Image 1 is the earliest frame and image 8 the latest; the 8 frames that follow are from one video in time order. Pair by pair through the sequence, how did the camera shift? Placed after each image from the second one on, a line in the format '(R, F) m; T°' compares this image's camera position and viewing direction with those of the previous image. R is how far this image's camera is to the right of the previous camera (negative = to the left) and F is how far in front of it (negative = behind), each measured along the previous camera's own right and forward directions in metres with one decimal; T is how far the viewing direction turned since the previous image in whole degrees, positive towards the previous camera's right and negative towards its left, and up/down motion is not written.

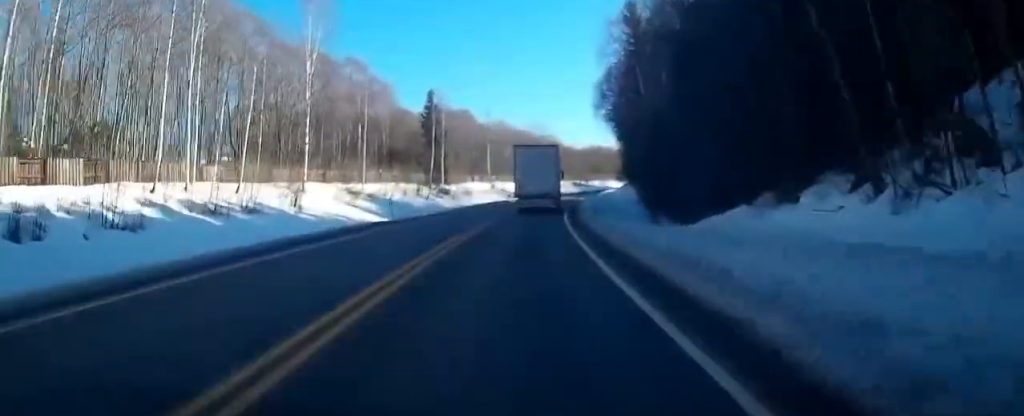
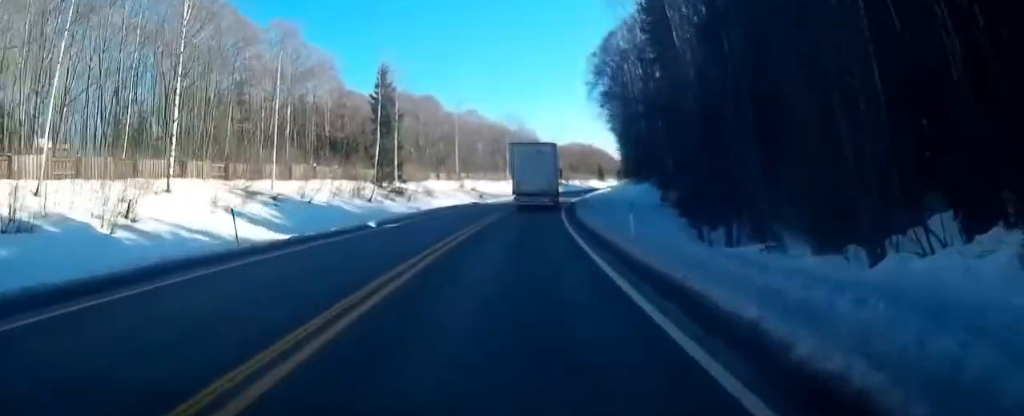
(-0.2, +15.9) m; -1°
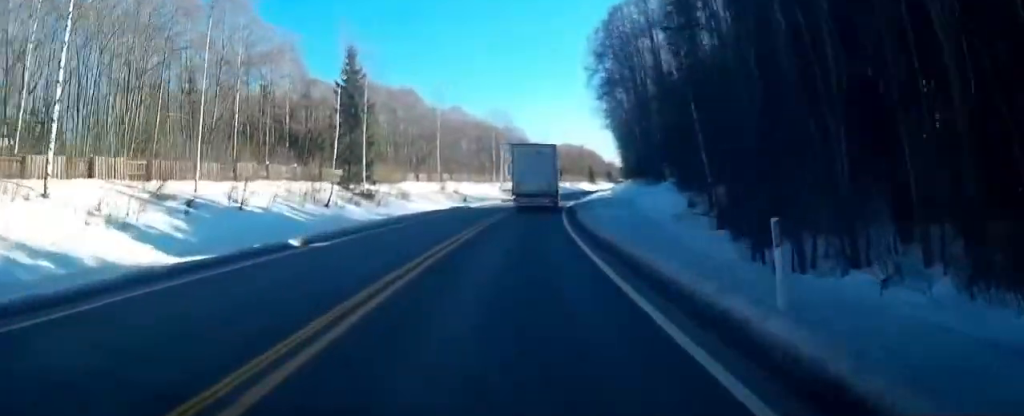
(0.0, +8.3) m; 0°
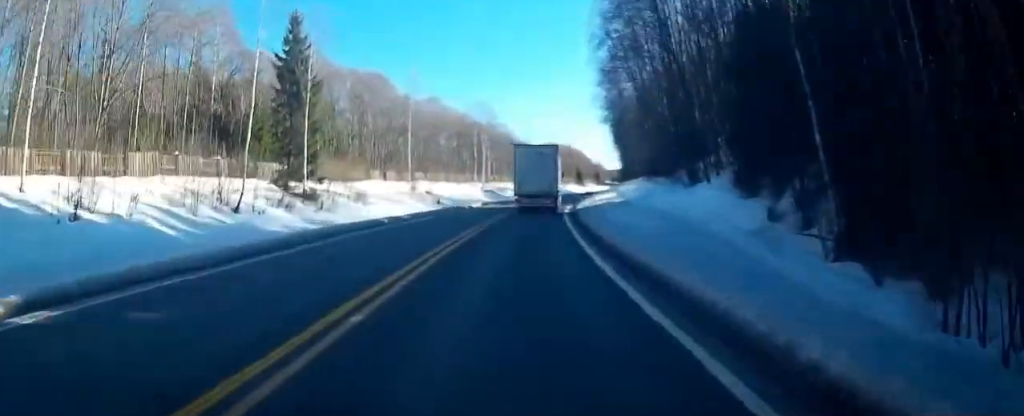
(0.0, +11.4) m; +1°
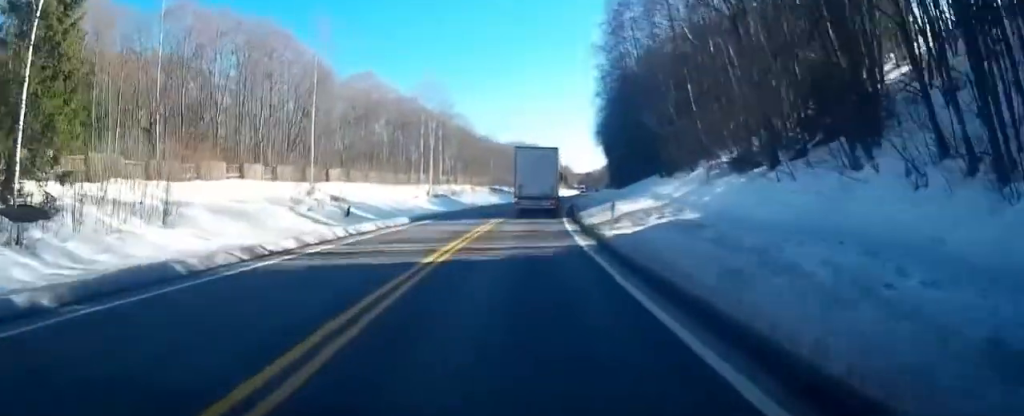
(+0.7, +22.8) m; +4°
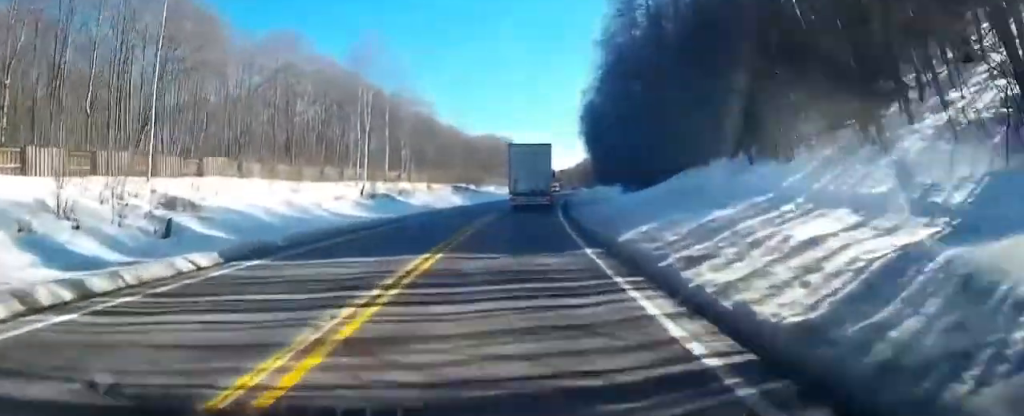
(+0.5, +17.7) m; +3°
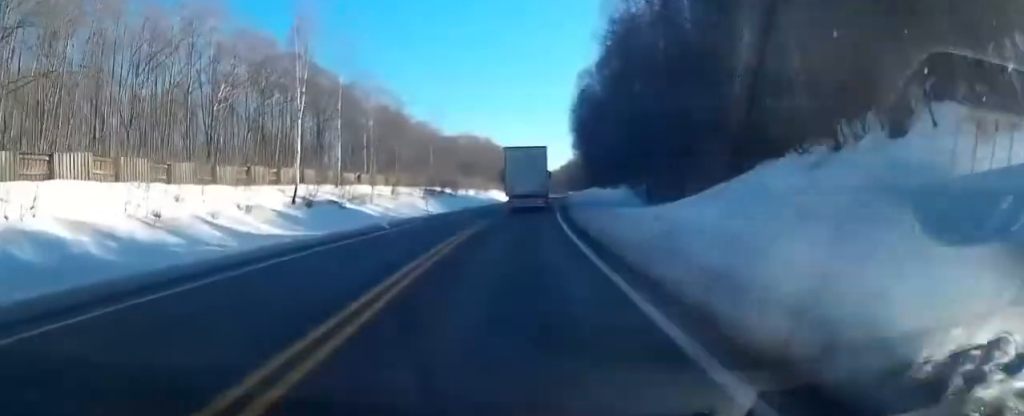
(+0.3, +11.7) m; +2°
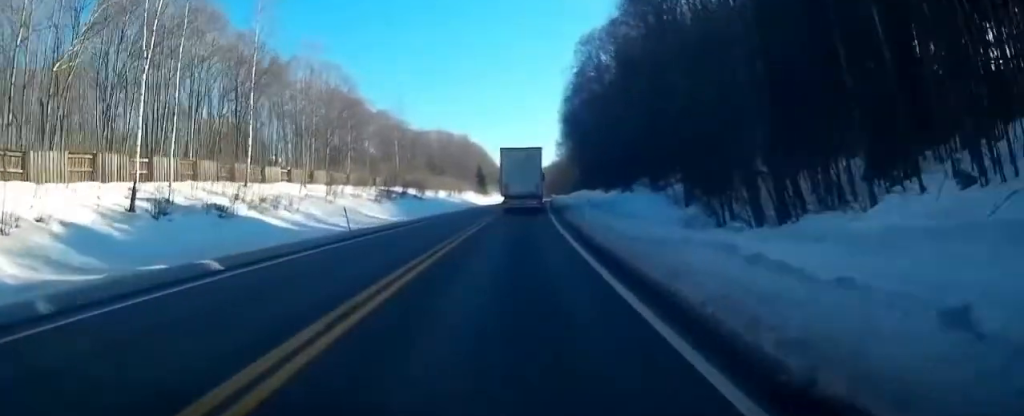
(+0.3, +14.8) m; +2°
